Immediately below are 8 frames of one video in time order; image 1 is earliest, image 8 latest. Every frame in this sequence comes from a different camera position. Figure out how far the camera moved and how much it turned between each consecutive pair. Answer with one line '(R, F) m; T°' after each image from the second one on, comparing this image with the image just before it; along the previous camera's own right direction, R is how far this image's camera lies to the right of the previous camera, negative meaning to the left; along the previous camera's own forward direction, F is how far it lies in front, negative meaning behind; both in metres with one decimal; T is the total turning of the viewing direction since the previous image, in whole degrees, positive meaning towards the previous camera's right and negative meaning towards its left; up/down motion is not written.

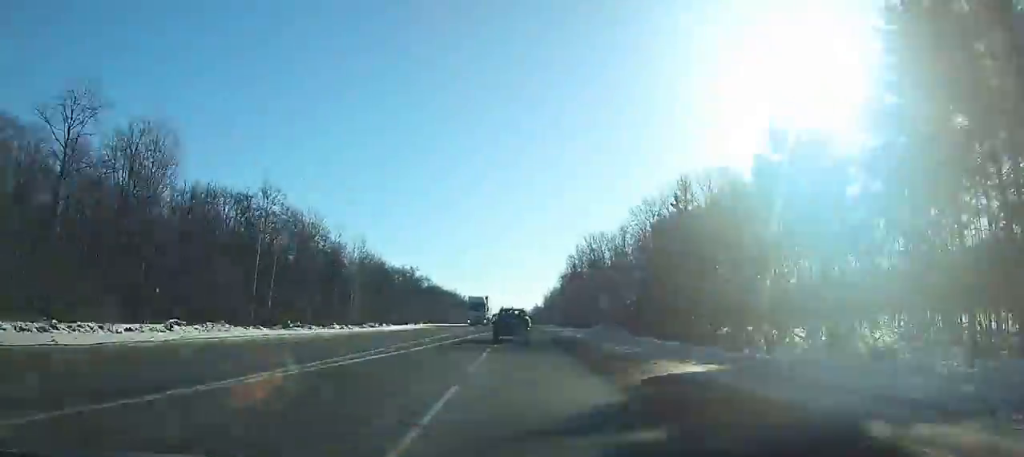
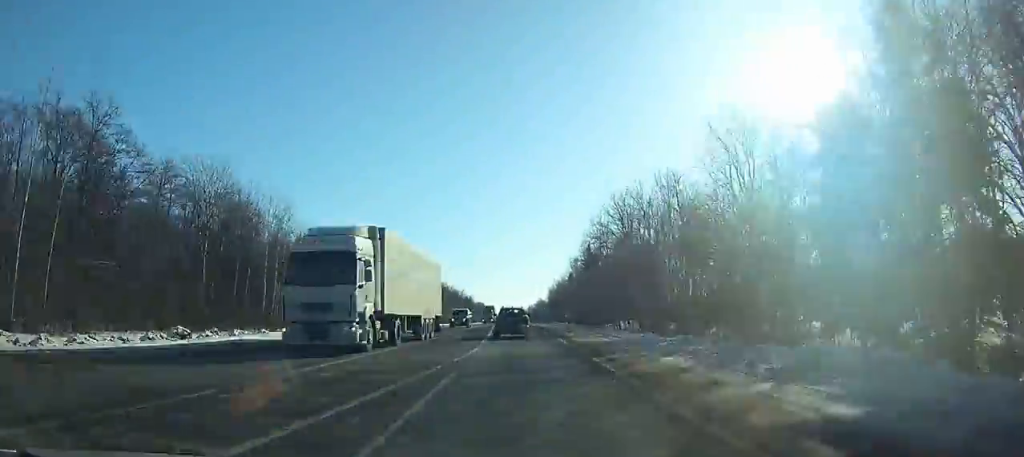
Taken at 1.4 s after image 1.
(0.0, +35.8) m; -1°
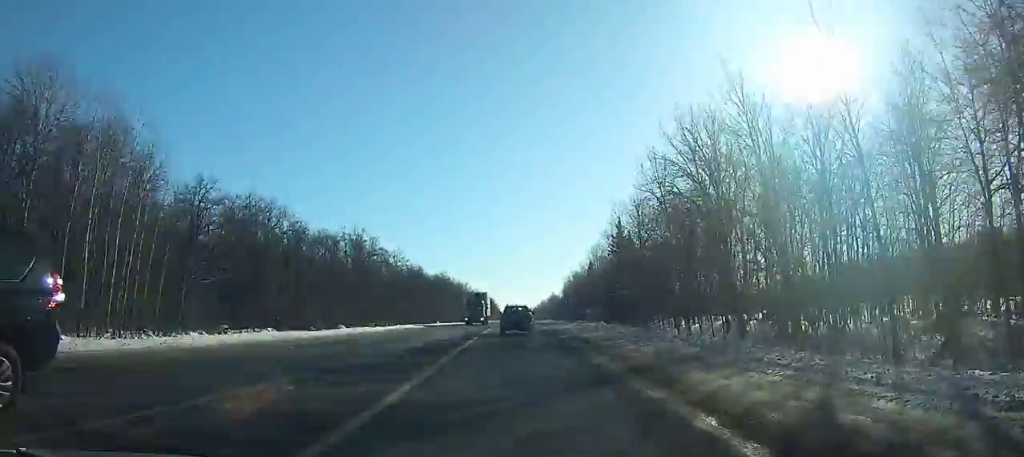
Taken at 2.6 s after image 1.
(-0.3, +30.4) m; 0°
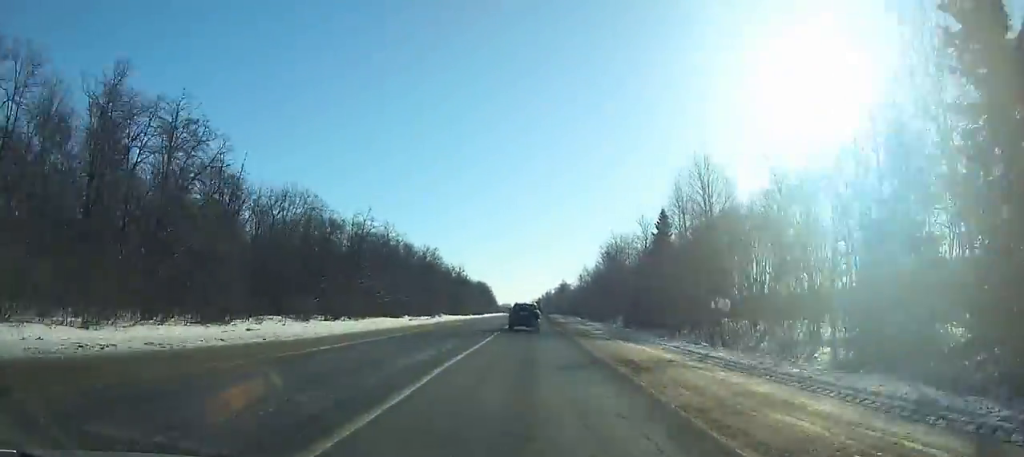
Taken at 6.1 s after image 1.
(-1.1, +87.6) m; 0°
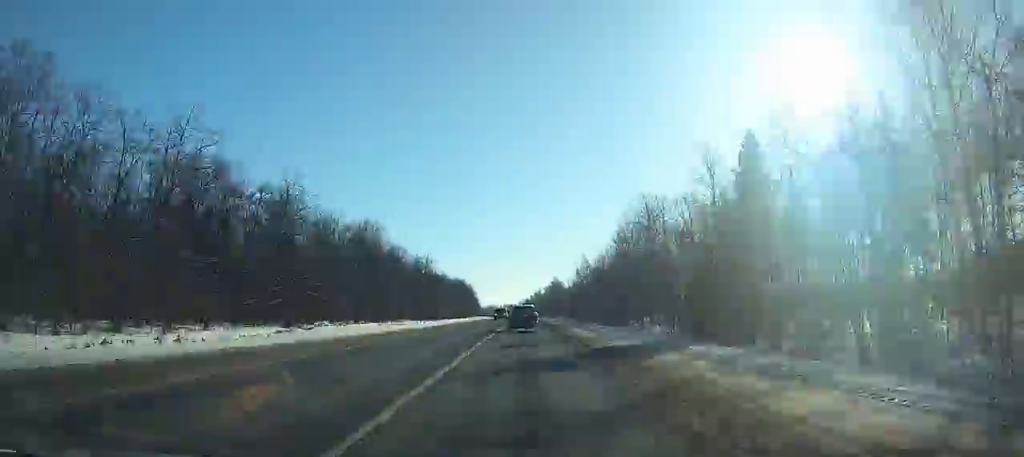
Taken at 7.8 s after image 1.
(-0.2, +42.2) m; 0°
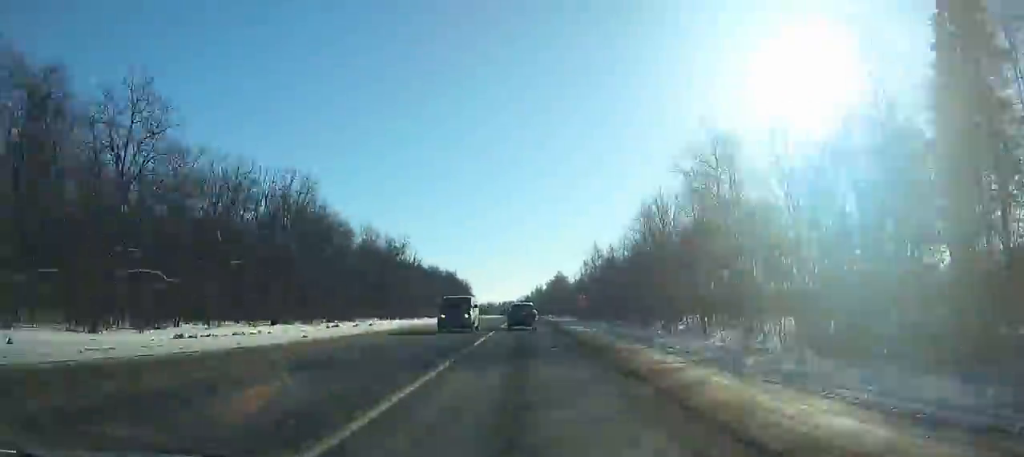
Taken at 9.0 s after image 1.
(+0.4, +29.2) m; 0°
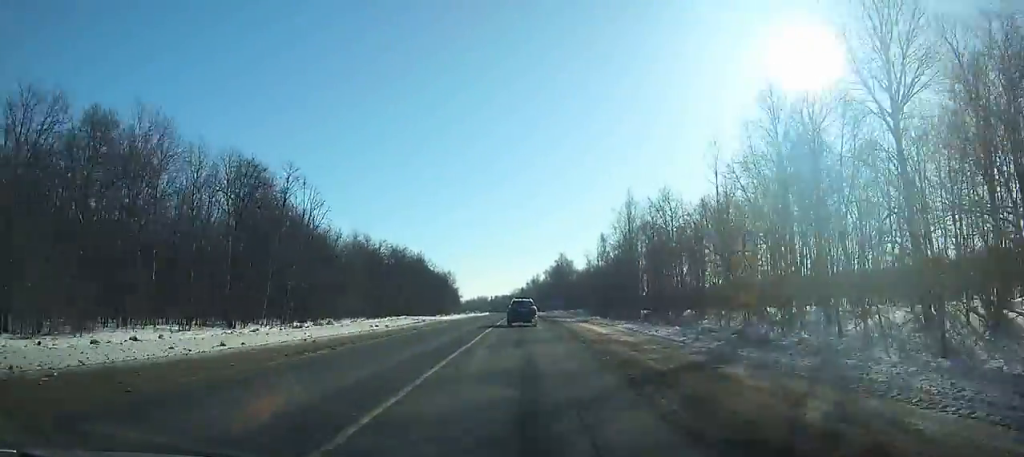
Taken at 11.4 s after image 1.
(+0.5, +58.2) m; +1°
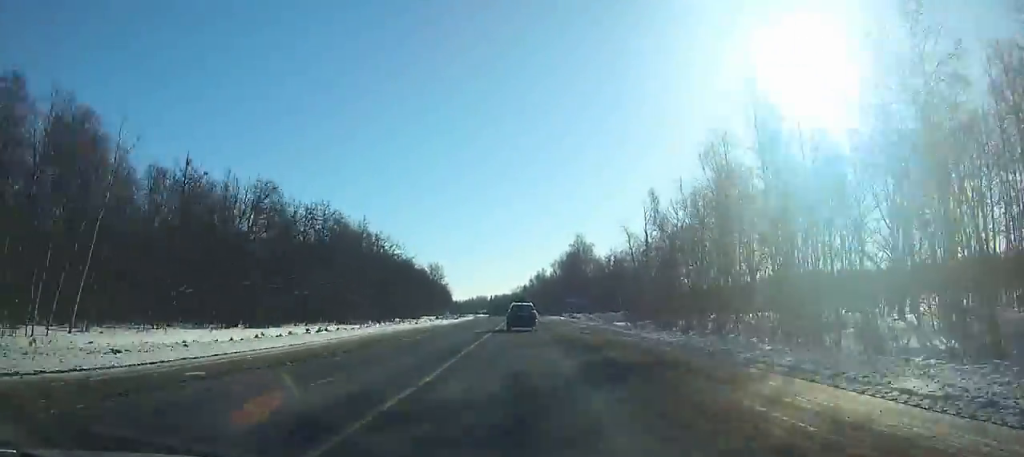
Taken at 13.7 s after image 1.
(+0.2, +54.8) m; 0°
